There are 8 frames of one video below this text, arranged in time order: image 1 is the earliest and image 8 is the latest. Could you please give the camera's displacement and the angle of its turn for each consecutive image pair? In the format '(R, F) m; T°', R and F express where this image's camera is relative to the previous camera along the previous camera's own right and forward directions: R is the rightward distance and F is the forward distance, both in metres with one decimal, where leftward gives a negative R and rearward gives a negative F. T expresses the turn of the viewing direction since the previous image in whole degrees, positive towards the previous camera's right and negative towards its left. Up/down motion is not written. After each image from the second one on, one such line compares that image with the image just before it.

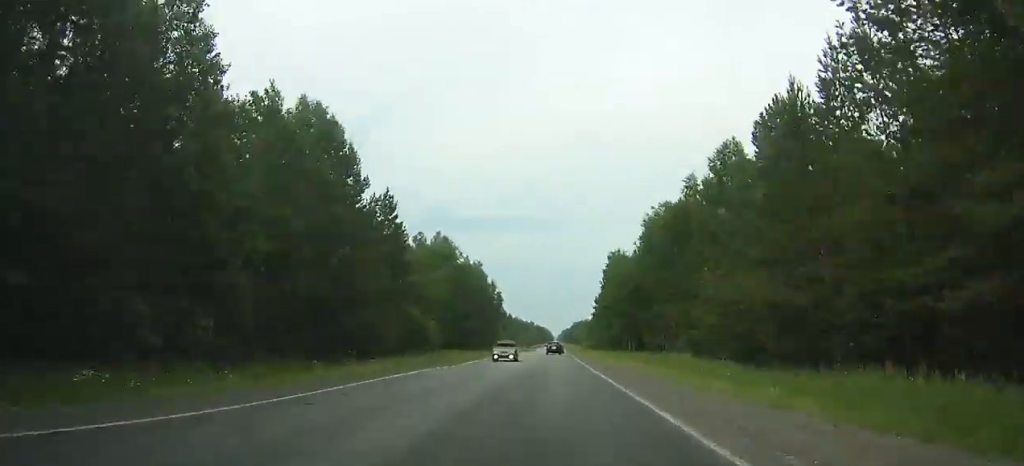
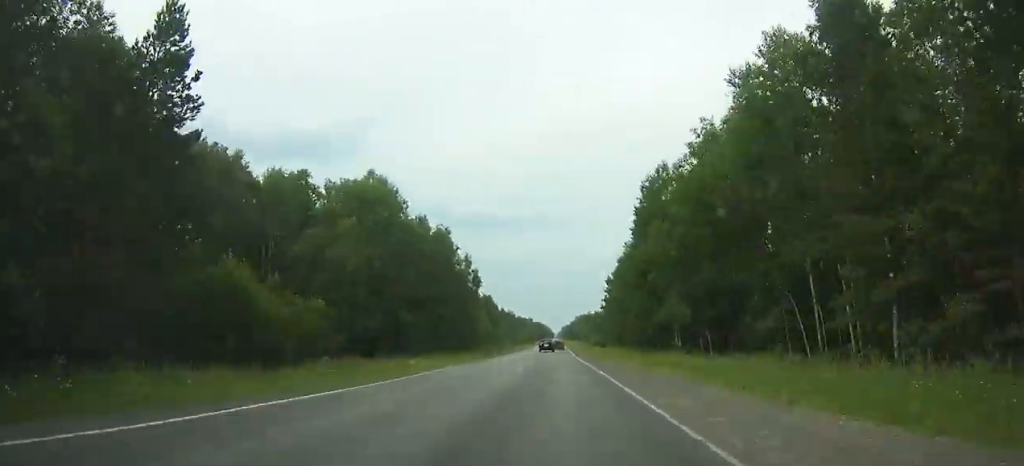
(0.0, +37.2) m; 0°
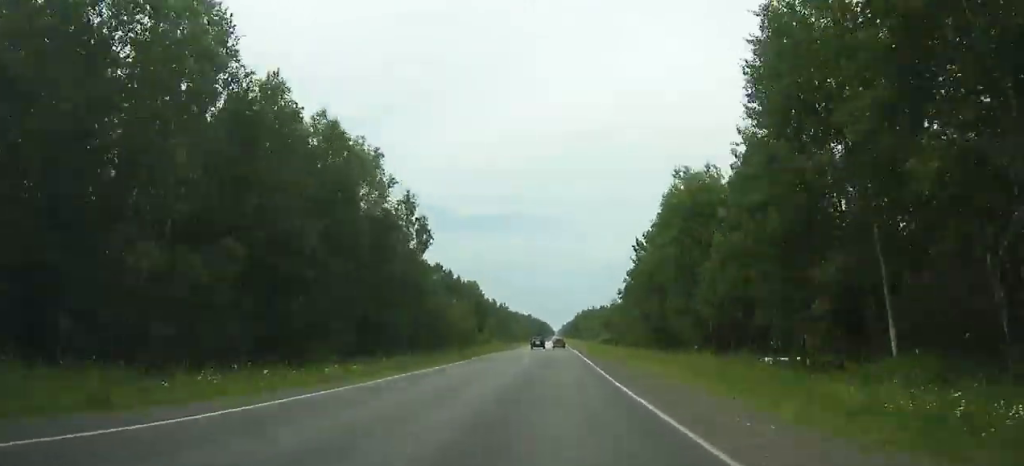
(0.0, +37.2) m; 0°
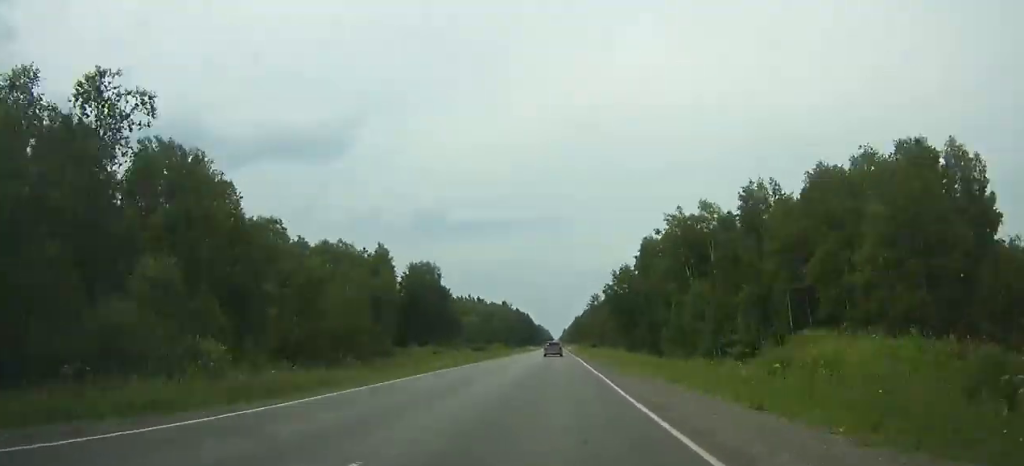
(+0.9, +234.2) m; 0°
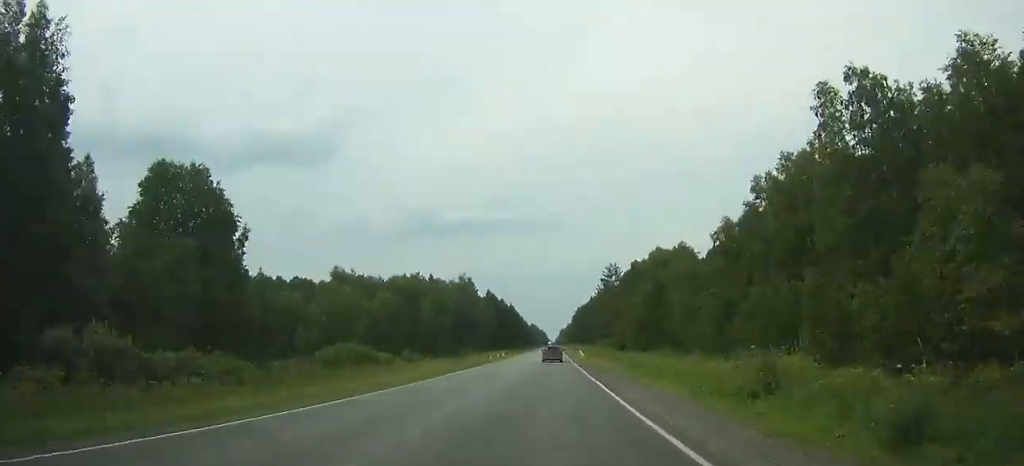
(0.0, +100.3) m; 0°
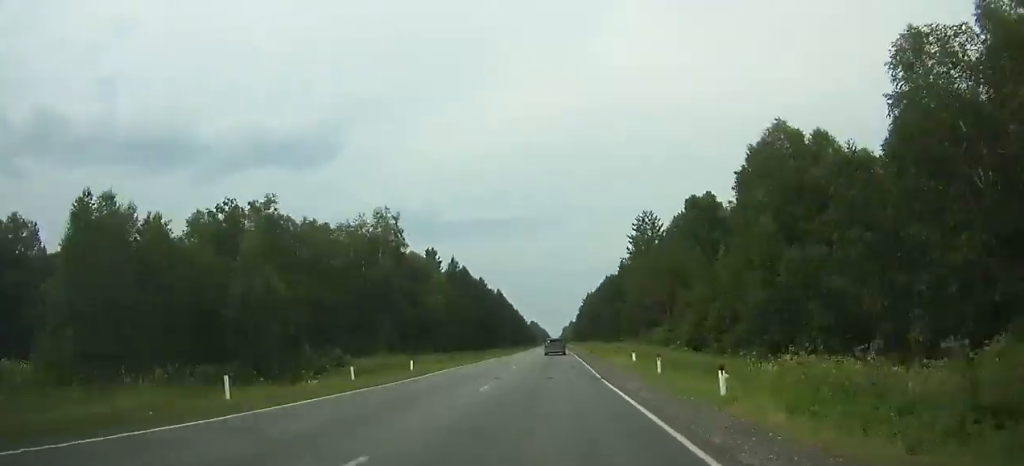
(0.0, +61.7) m; 0°
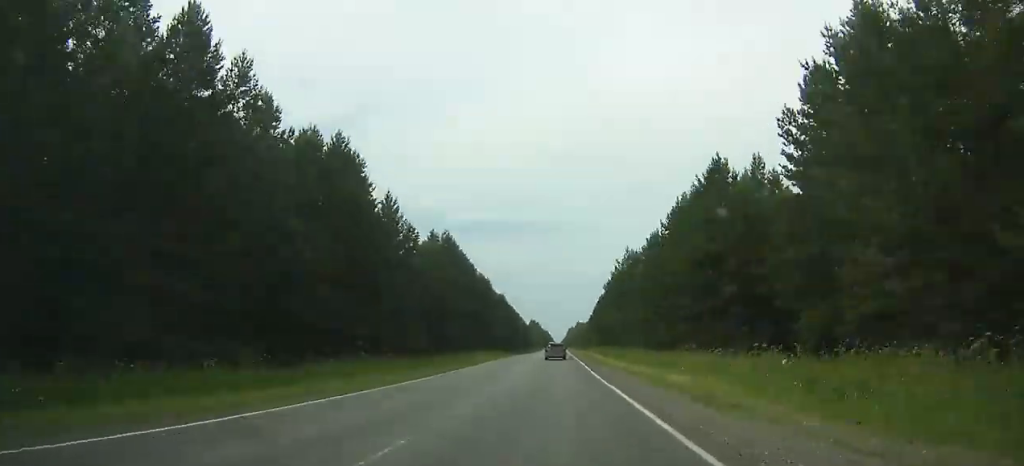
(-0.1, +95.3) m; 0°
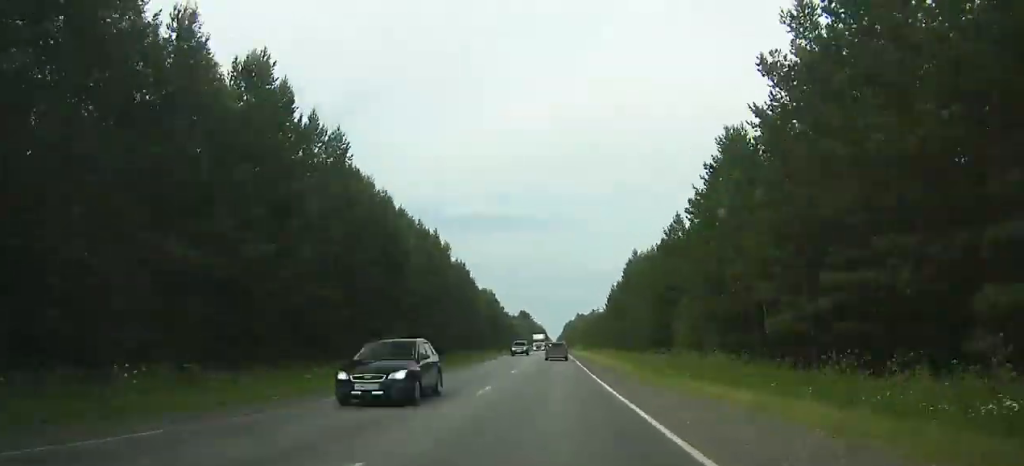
(-0.1, +93.2) m; 0°
